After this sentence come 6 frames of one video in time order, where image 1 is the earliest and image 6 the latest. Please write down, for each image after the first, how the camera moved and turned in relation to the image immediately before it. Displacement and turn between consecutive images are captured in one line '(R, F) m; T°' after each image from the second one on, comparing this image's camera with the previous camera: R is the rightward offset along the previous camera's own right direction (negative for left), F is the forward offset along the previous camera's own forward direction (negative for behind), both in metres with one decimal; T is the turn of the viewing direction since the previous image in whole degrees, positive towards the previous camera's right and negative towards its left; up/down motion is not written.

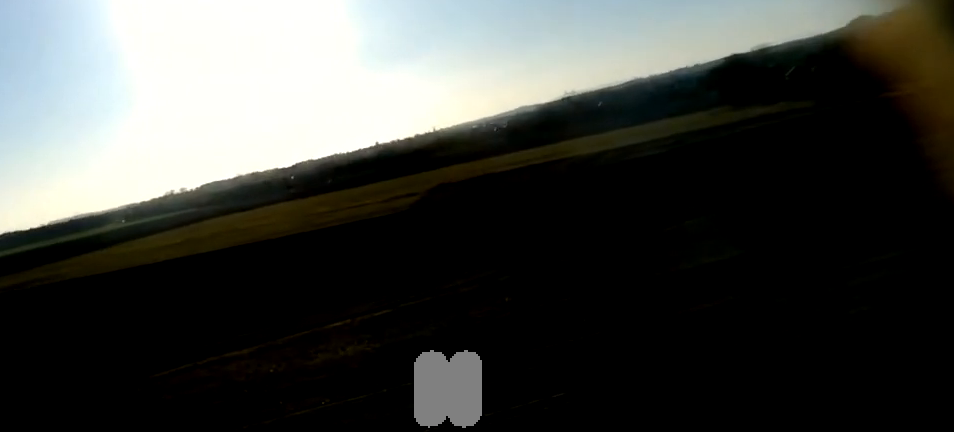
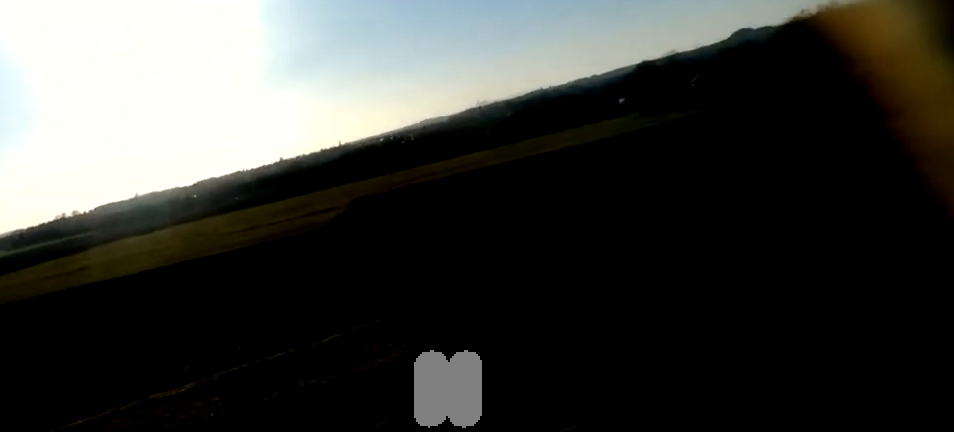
(+0.6, +10.3) m; +7°
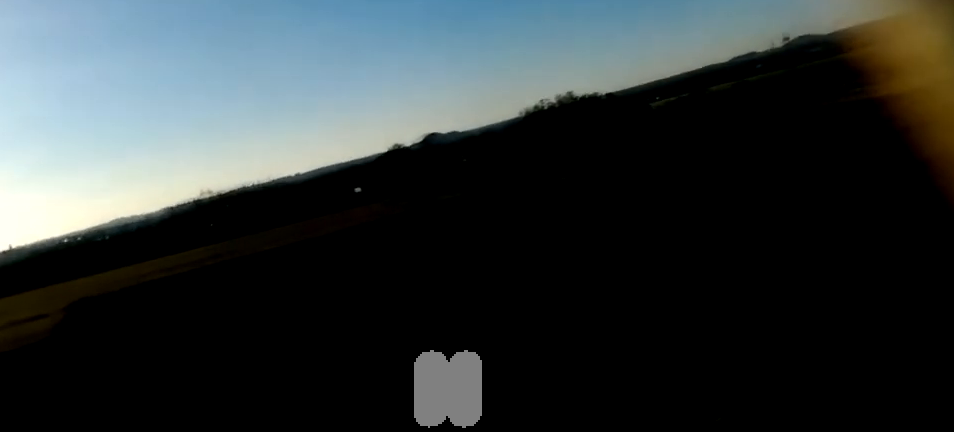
(+8.2, +42.8) m; +20°
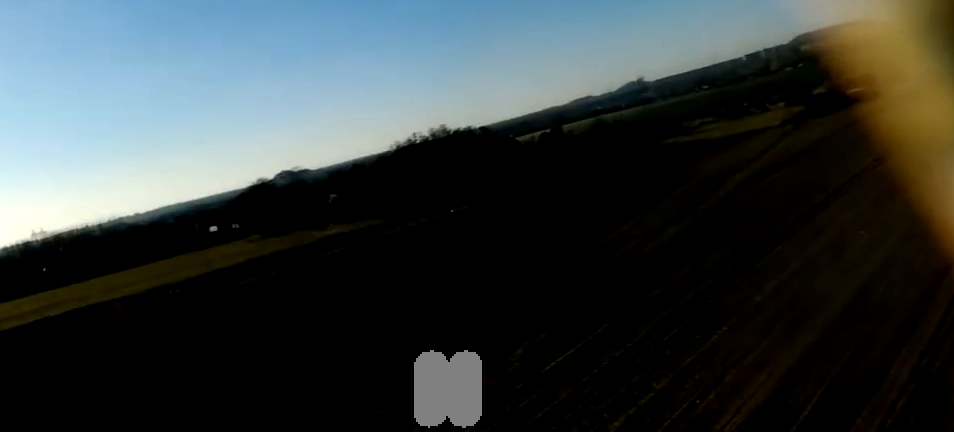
(+0.9, +15.8) m; +10°
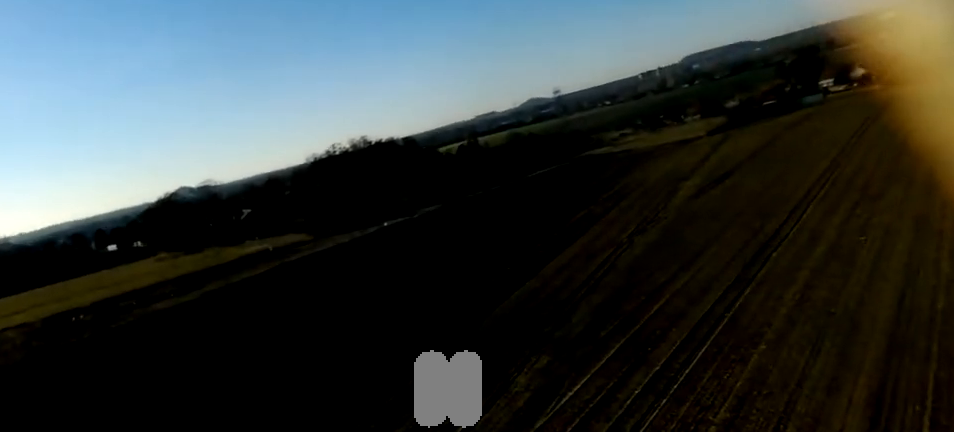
(+1.3, +13.7) m; +10°
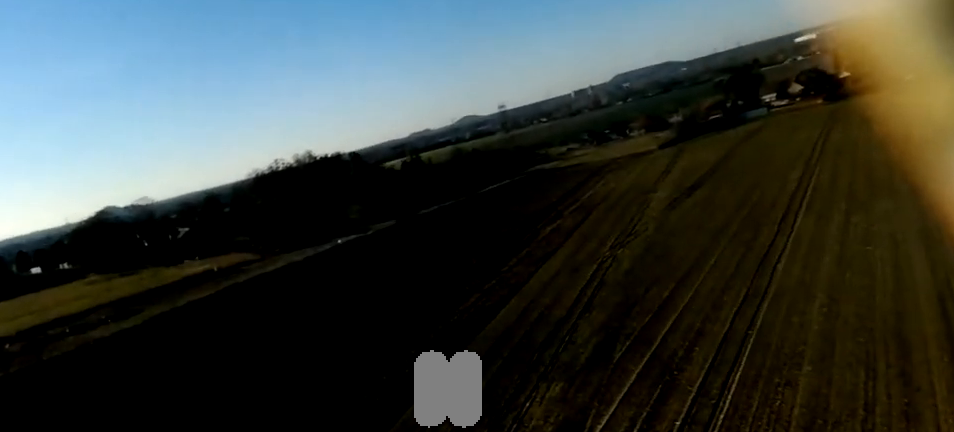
(+0.6, +10.8) m; +5°
